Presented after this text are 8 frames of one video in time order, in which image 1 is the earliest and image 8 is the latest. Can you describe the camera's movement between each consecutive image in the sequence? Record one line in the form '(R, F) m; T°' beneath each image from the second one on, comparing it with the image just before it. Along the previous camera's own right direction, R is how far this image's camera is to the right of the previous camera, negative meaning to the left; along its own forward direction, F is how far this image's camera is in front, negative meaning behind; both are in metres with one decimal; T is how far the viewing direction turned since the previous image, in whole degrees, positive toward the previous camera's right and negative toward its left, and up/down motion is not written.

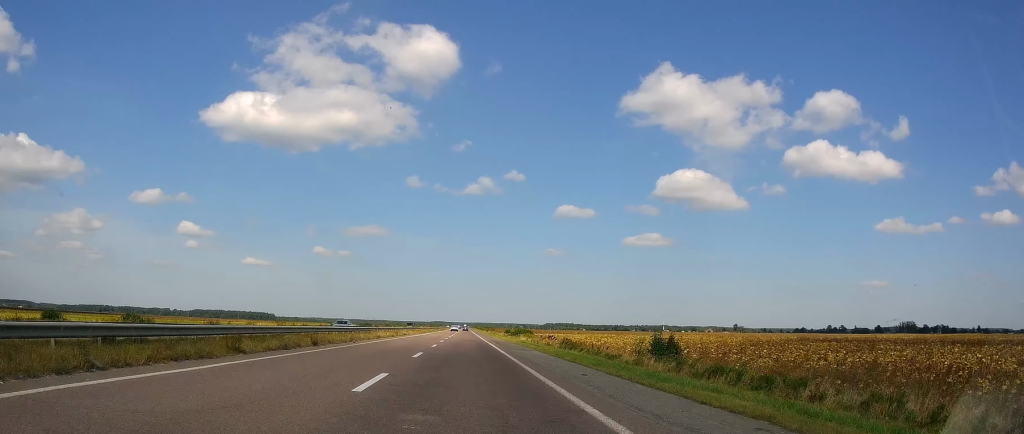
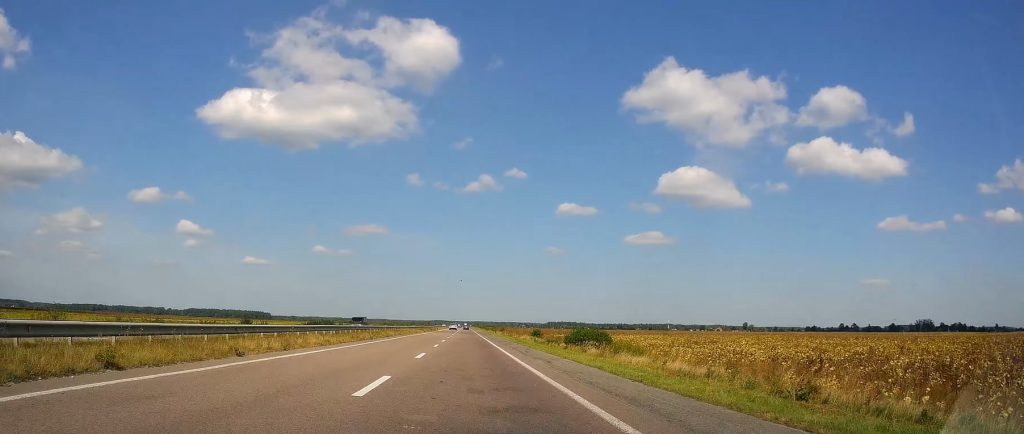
(-0.4, +50.1) m; 0°
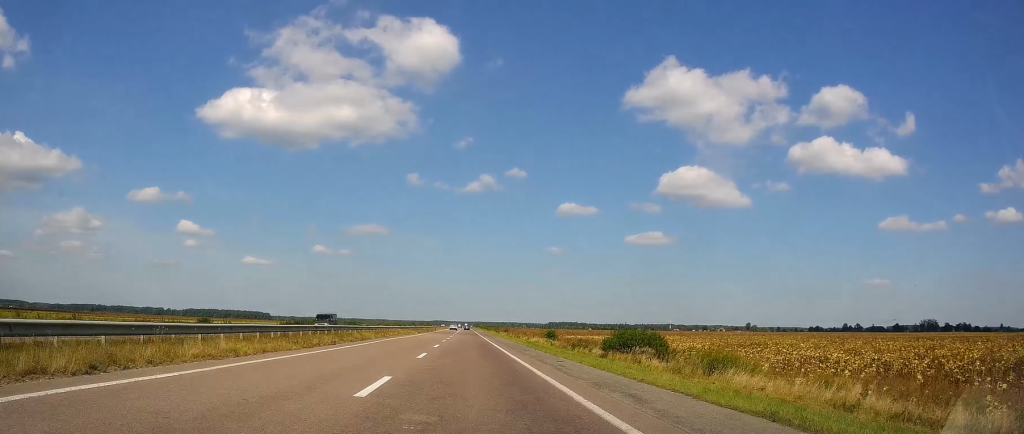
(0.0, +12.9) m; 0°
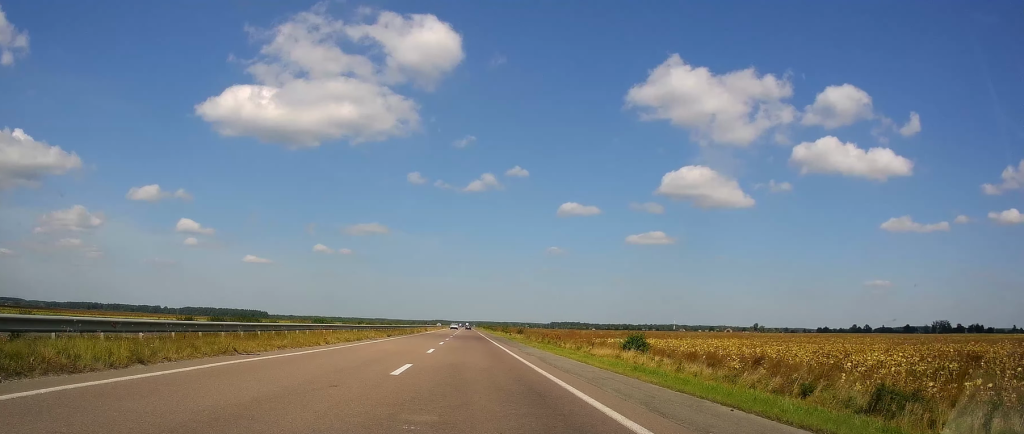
(+0.3, +32.9) m; 0°
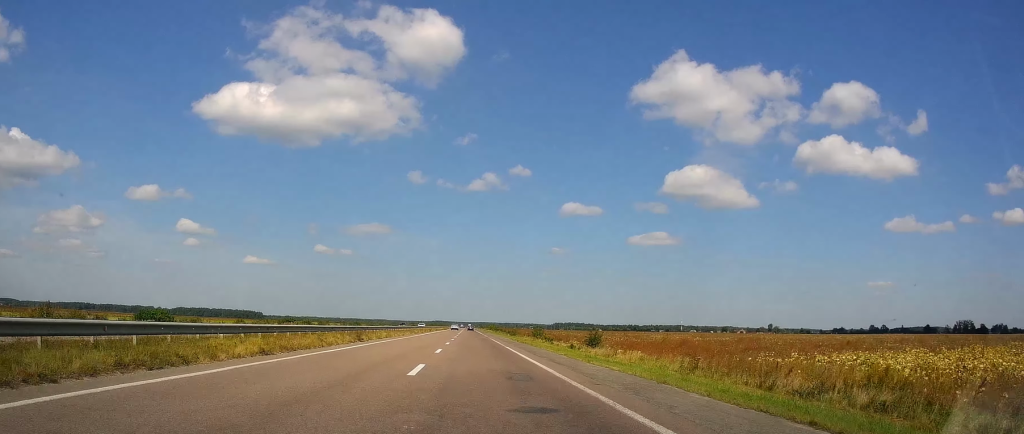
(-0.3, +61.9) m; 0°
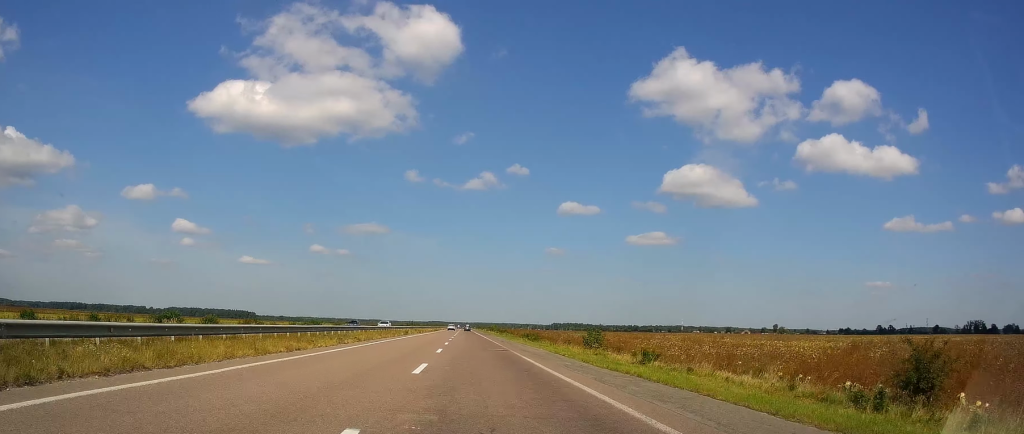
(0.0, +37.6) m; 0°
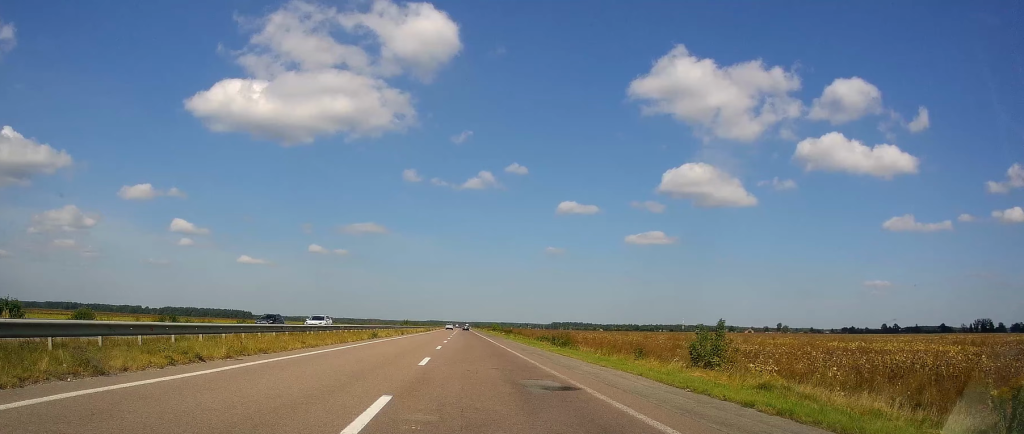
(-0.1, +21.7) m; 0°
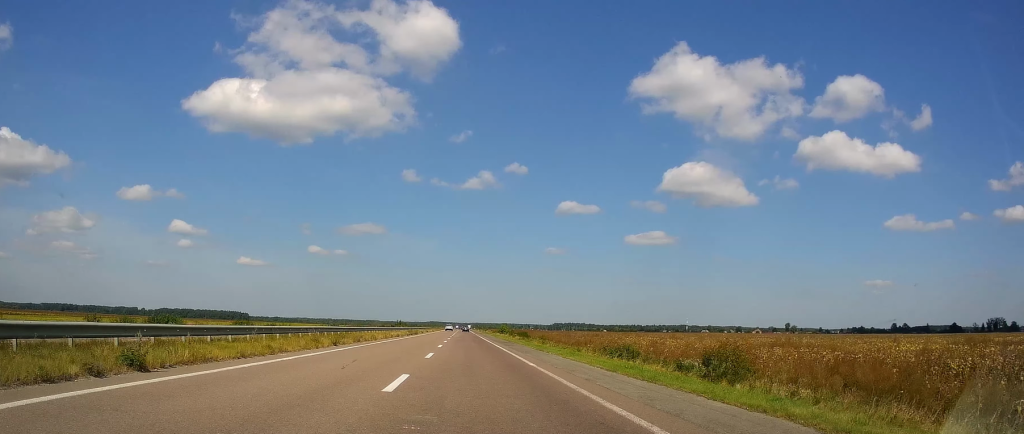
(+0.3, +31.7) m; 0°
